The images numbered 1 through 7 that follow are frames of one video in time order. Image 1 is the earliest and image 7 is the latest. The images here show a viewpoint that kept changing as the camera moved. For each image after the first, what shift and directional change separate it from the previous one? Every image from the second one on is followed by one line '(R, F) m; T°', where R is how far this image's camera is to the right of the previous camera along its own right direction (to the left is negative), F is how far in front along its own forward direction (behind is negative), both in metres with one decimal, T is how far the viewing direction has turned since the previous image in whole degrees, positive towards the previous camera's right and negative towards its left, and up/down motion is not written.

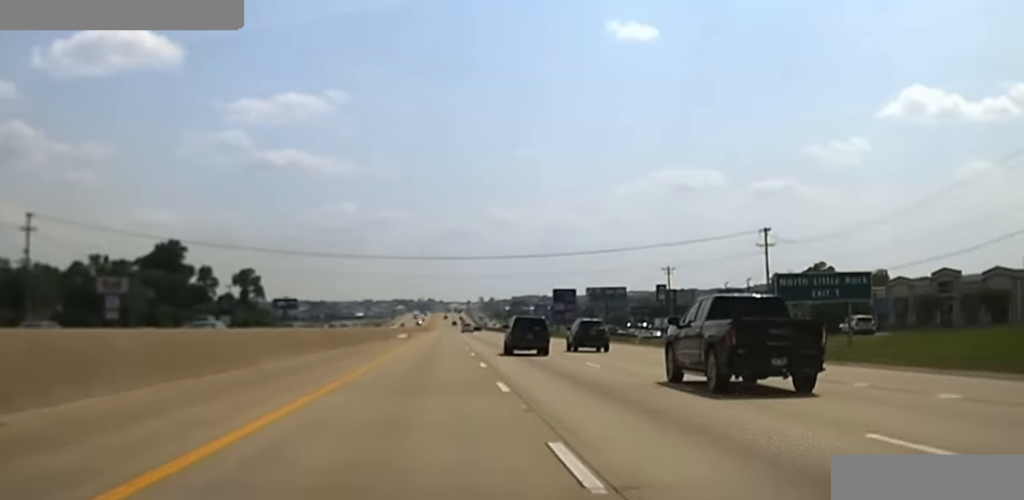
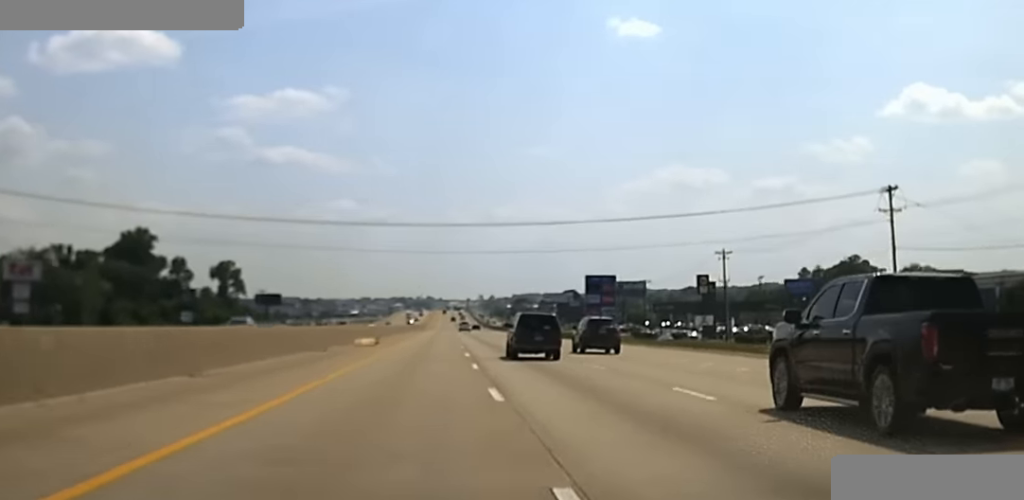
(-0.1, +38.6) m; 0°
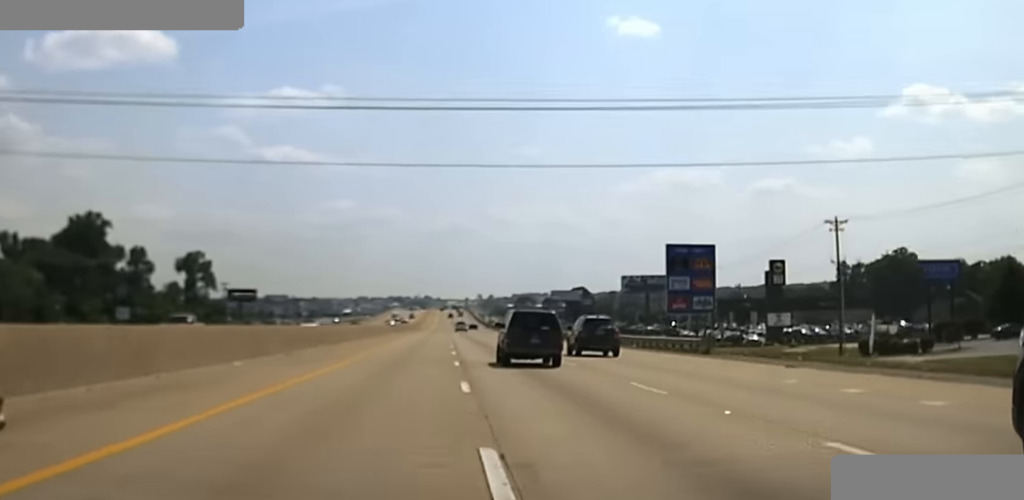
(0.0, +43.6) m; +1°
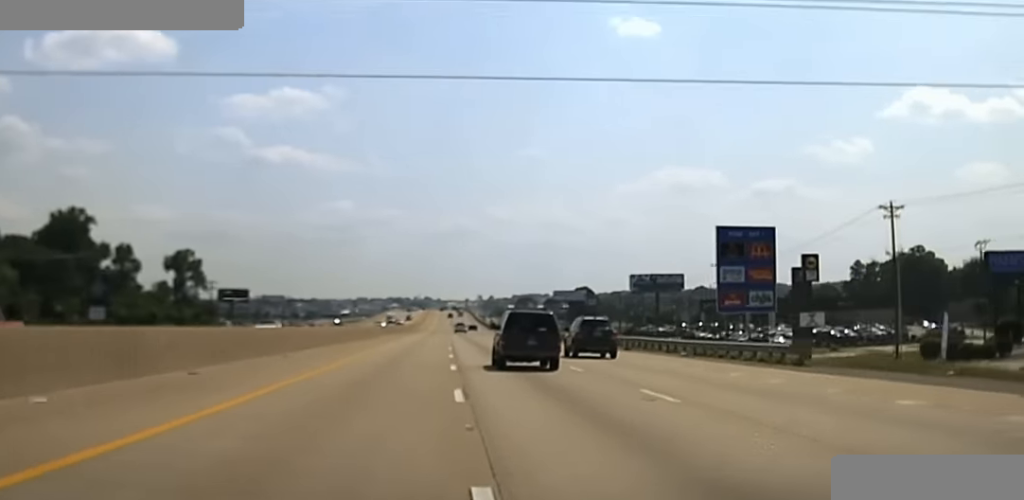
(+0.2, +14.5) m; 0°
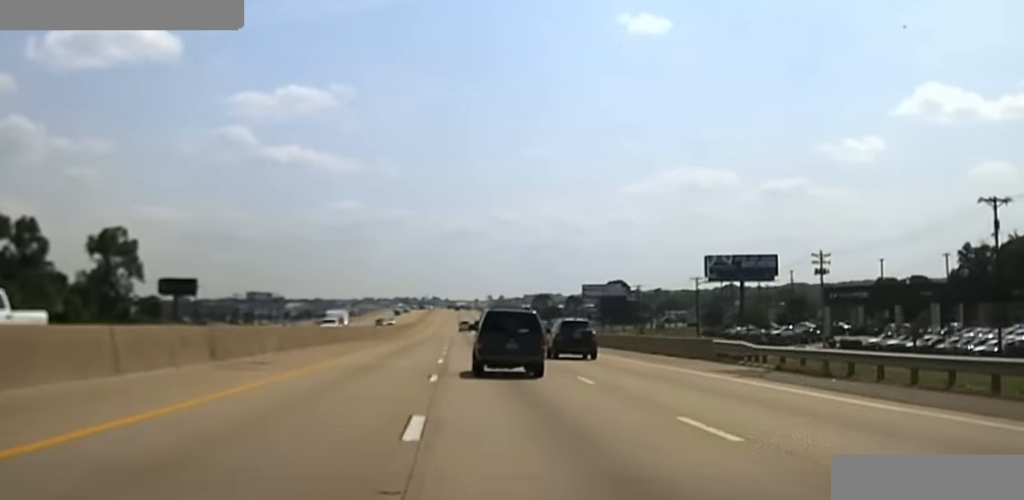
(-0.5, +78.4) m; -1°
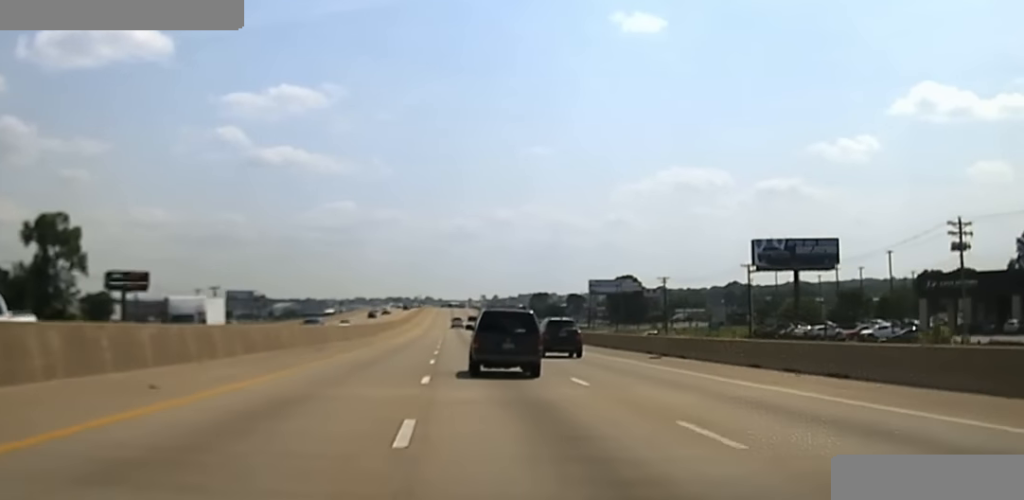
(+0.1, +36.2) m; 0°
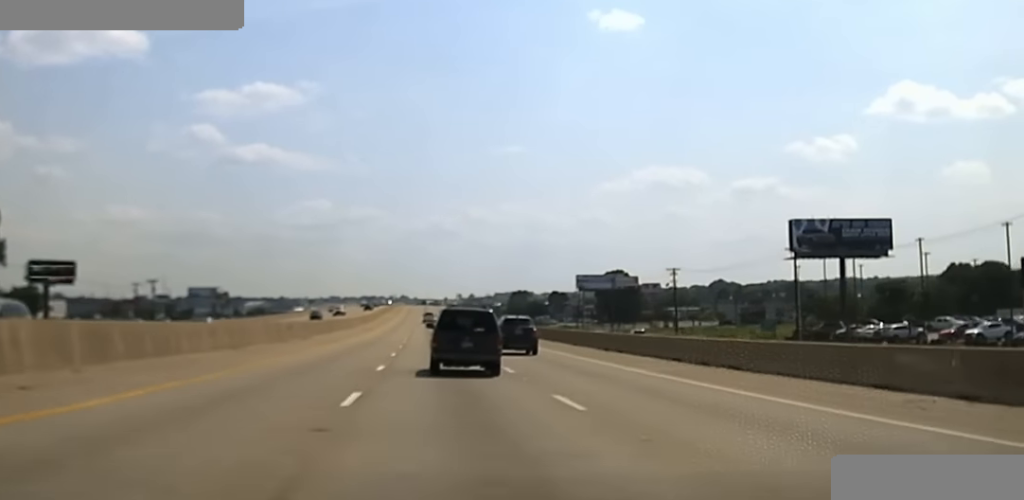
(+0.1, +26.5) m; 0°
